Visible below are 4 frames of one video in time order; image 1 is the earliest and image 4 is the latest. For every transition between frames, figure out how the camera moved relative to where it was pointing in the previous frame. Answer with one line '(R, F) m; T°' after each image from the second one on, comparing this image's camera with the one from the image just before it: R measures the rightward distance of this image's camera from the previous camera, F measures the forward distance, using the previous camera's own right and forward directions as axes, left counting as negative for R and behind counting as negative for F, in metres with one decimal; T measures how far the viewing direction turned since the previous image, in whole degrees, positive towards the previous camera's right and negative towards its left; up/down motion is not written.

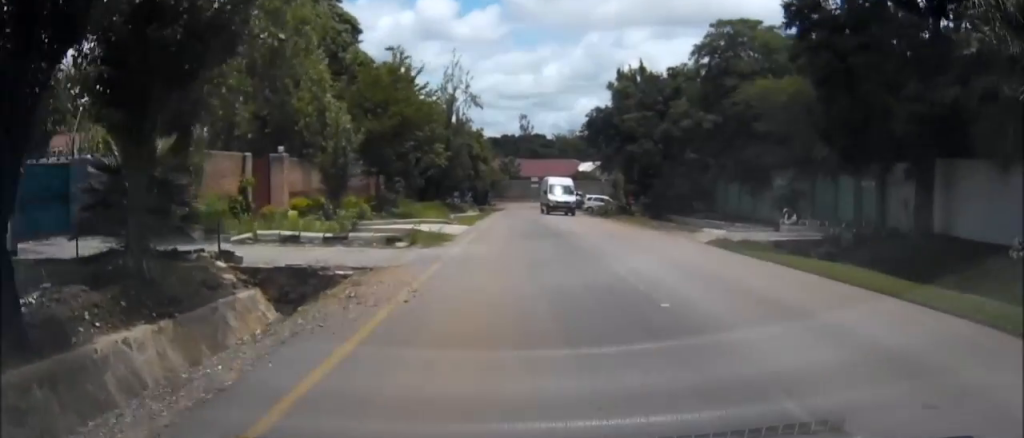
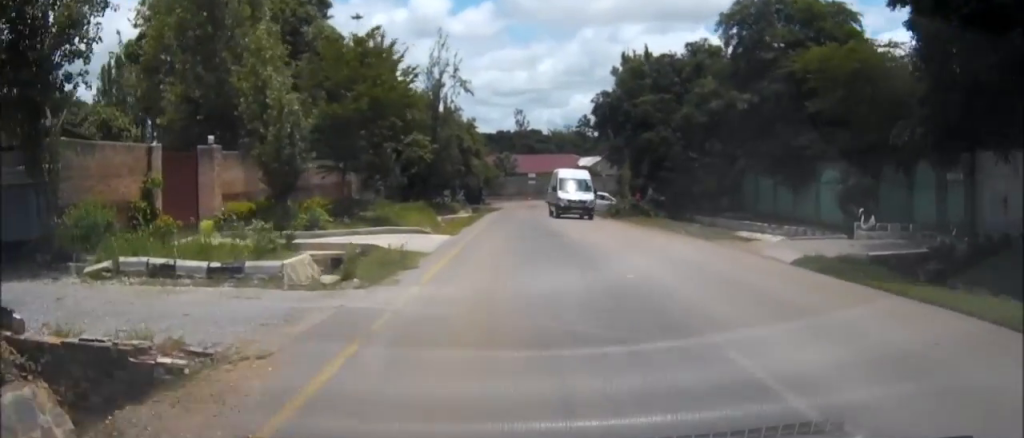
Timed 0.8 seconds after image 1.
(-0.1, +7.4) m; 0°
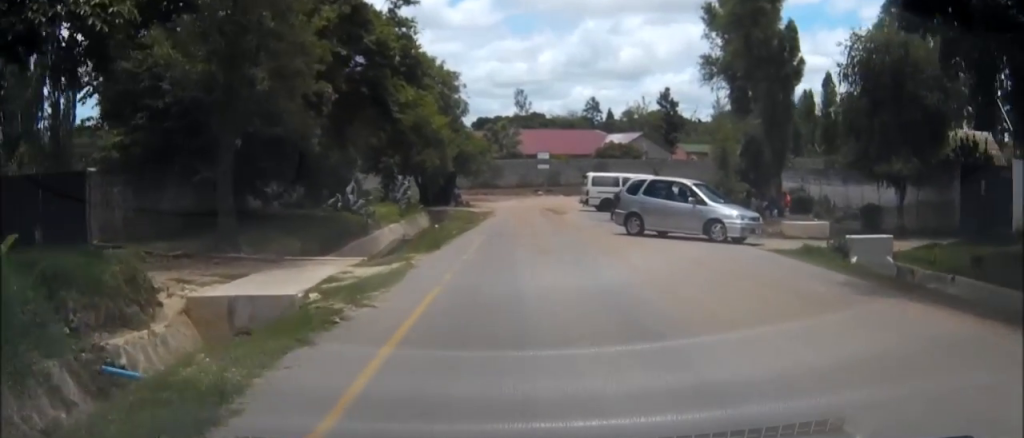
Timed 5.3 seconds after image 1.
(+1.0, +41.5) m; +2°
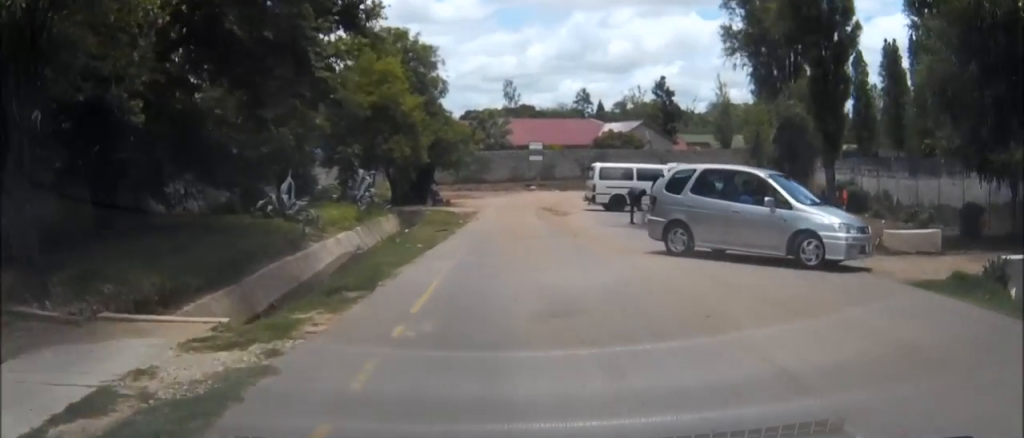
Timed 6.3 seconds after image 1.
(-0.2, +7.7) m; -1°
